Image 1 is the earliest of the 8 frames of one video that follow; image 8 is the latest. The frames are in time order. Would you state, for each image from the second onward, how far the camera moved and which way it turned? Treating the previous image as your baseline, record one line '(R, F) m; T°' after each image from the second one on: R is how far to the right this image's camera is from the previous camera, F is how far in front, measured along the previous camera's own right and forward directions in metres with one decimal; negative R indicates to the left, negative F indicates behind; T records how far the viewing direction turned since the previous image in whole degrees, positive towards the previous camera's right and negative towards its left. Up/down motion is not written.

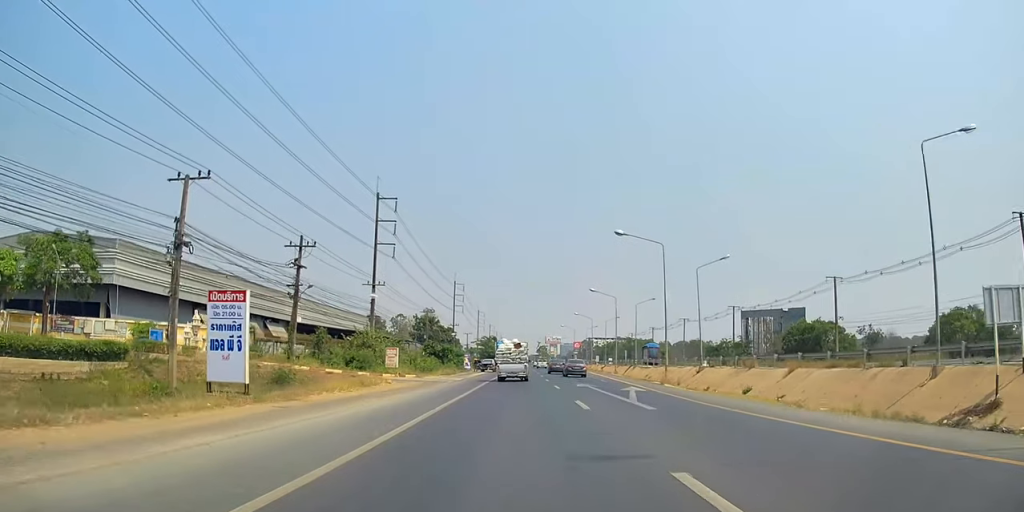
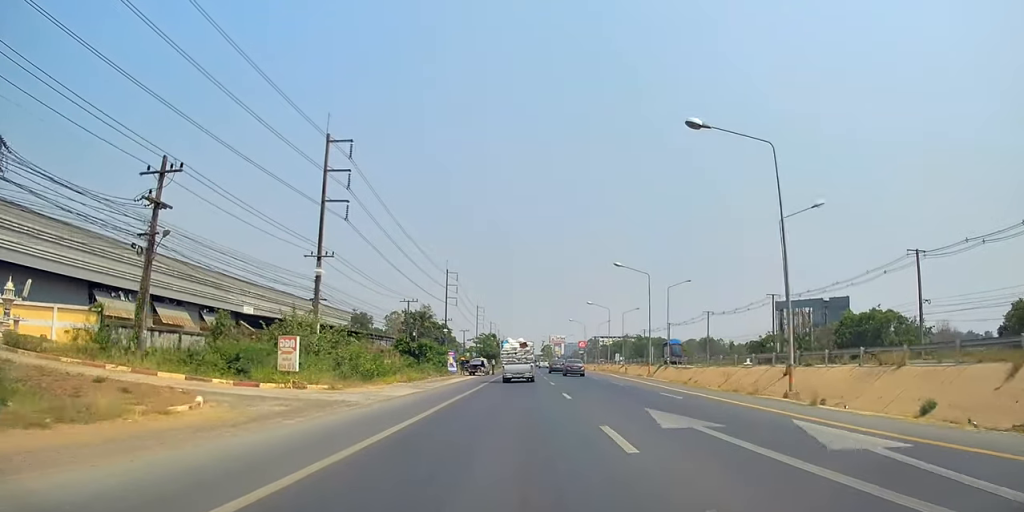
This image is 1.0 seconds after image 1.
(-0.1, +20.2) m; -1°
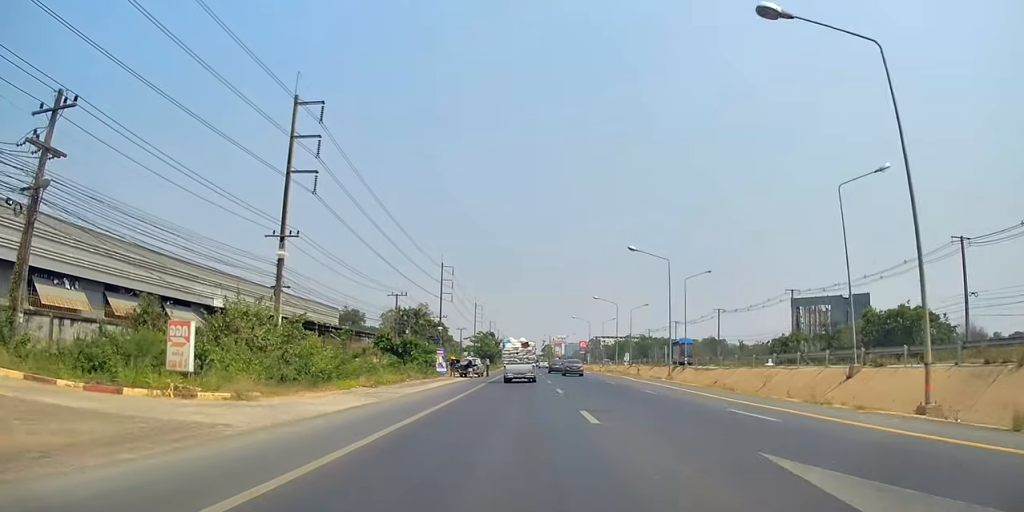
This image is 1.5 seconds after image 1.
(-0.2, +8.2) m; -1°
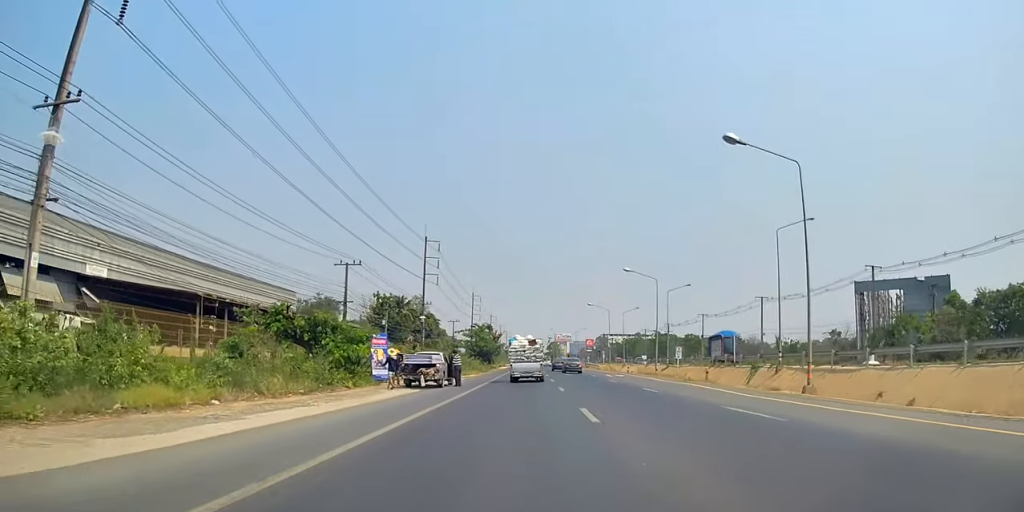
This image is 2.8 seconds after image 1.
(0.0, +25.2) m; 0°
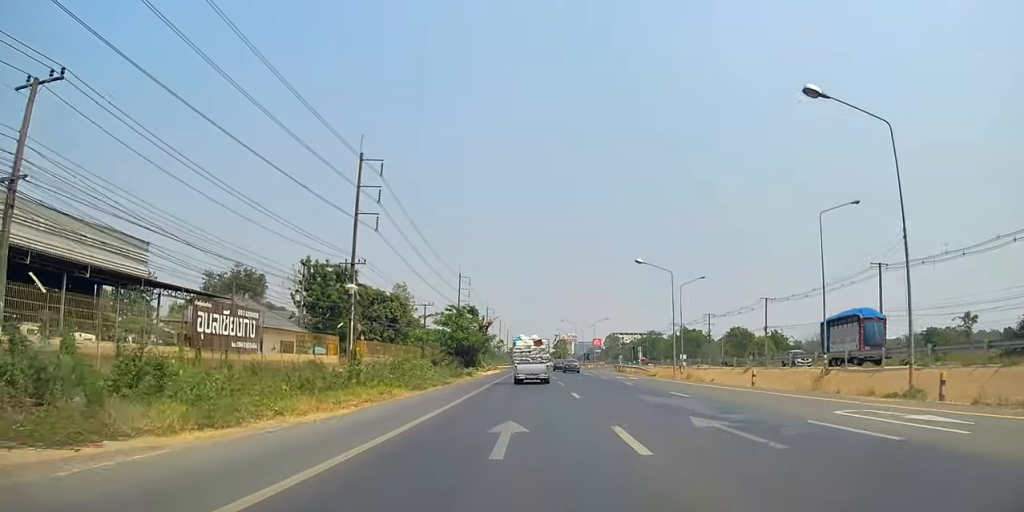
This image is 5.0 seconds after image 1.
(-0.8, +42.2) m; -2°
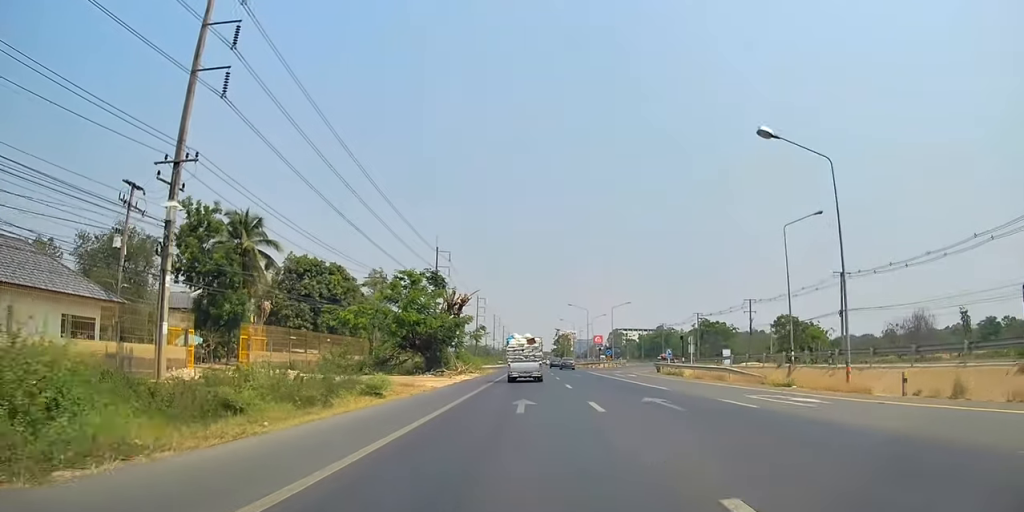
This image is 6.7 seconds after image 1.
(+0.3, +32.2) m; 0°
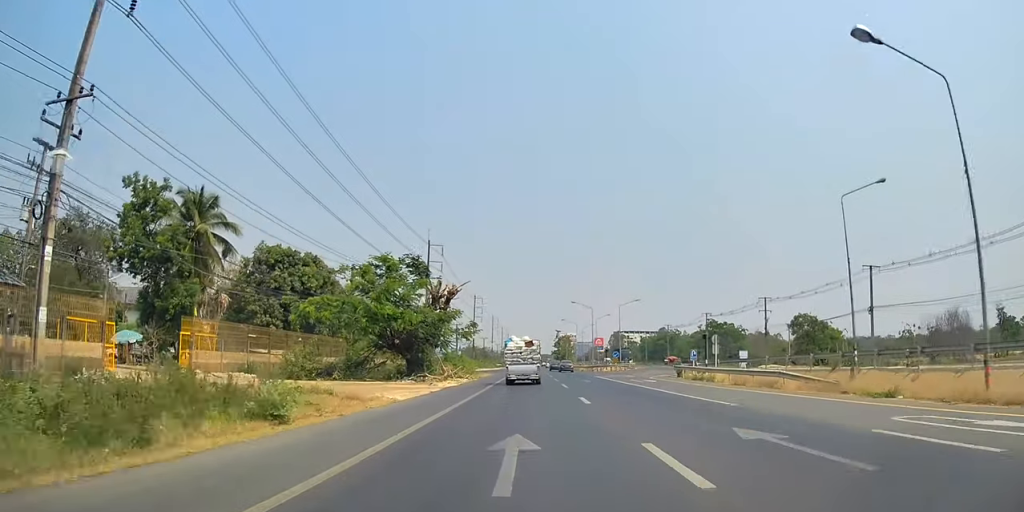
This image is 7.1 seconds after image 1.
(-0.4, +8.0) m; 0°
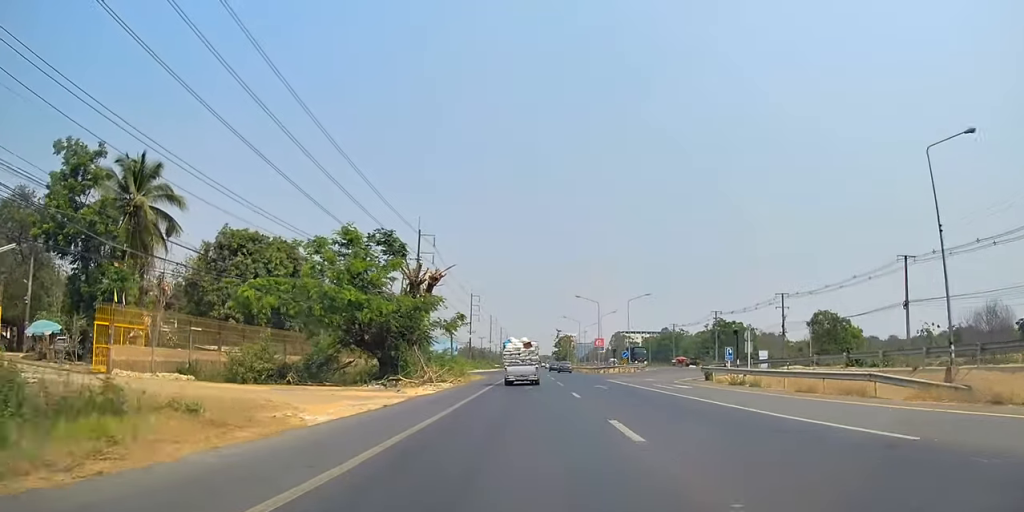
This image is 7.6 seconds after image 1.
(-0.2, +8.6) m; 0°
